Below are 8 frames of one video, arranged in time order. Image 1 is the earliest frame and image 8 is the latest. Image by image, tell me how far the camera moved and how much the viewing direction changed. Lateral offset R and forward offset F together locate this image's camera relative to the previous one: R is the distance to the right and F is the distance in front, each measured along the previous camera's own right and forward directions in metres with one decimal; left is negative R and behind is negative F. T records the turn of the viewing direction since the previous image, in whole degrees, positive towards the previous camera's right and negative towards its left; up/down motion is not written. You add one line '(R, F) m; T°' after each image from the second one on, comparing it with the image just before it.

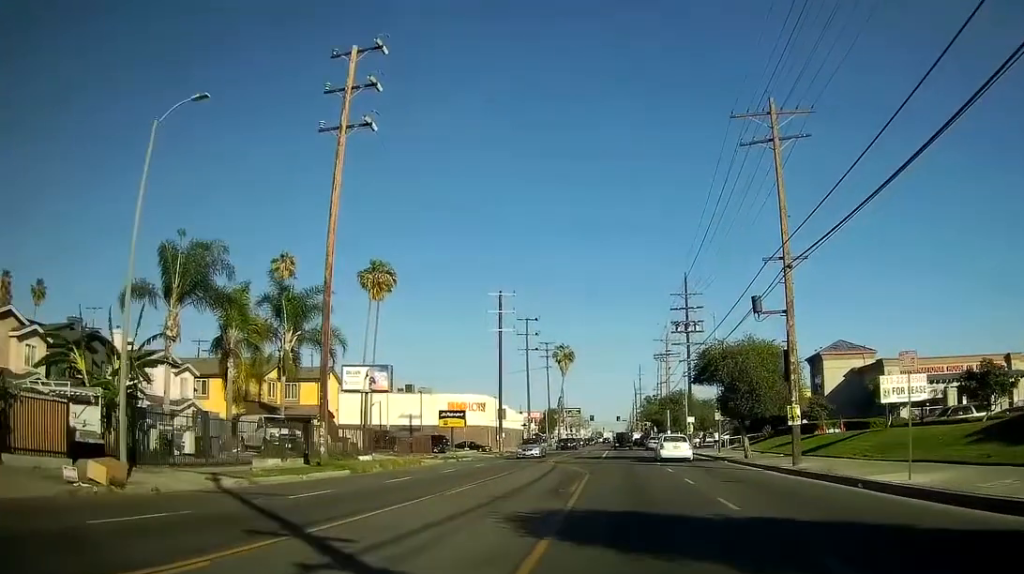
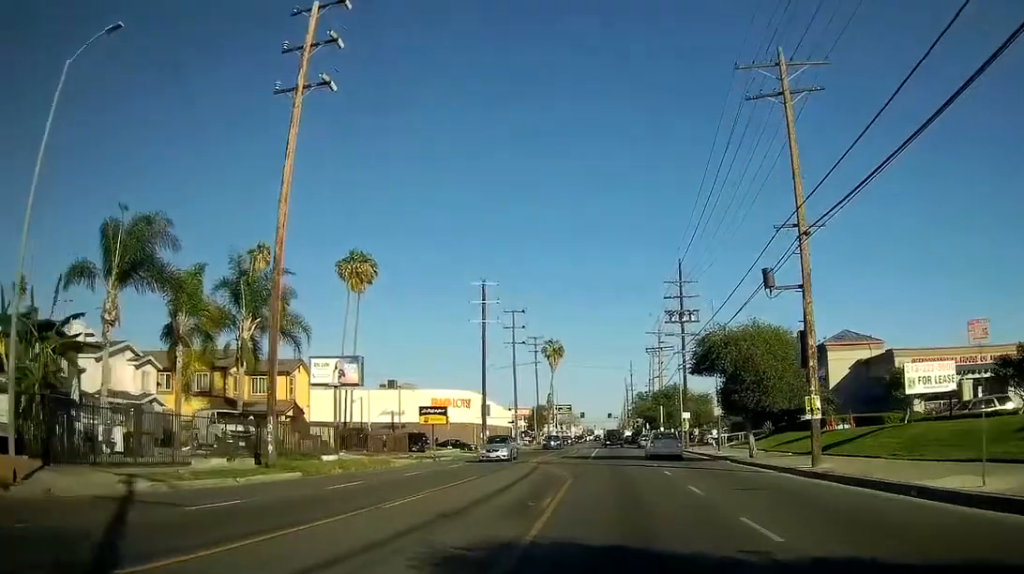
(+0.1, +3.5) m; +1°
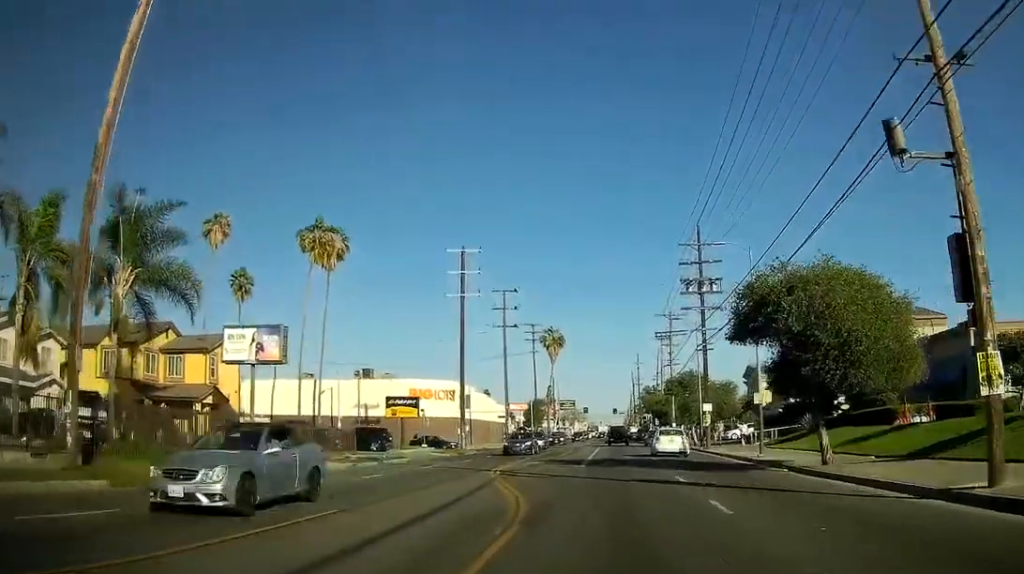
(+0.1, +10.1) m; 0°
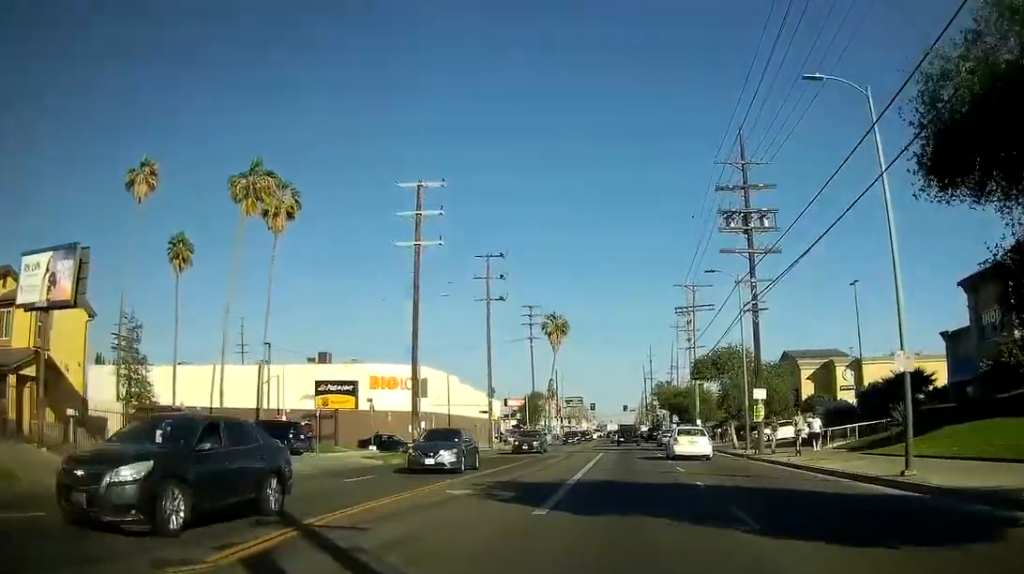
(-0.2, +14.9) m; -1°
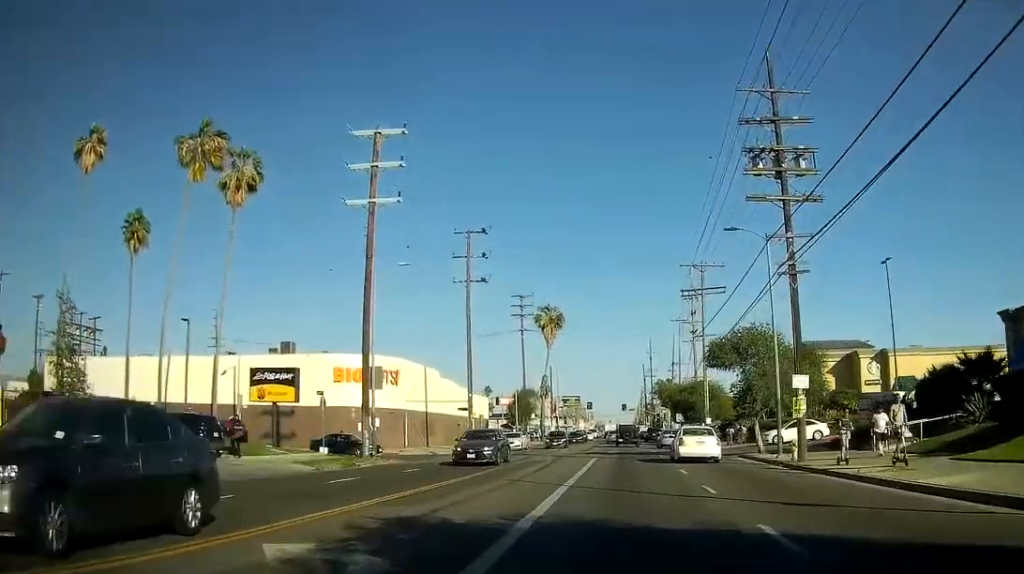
(0.0, +8.4) m; 0°
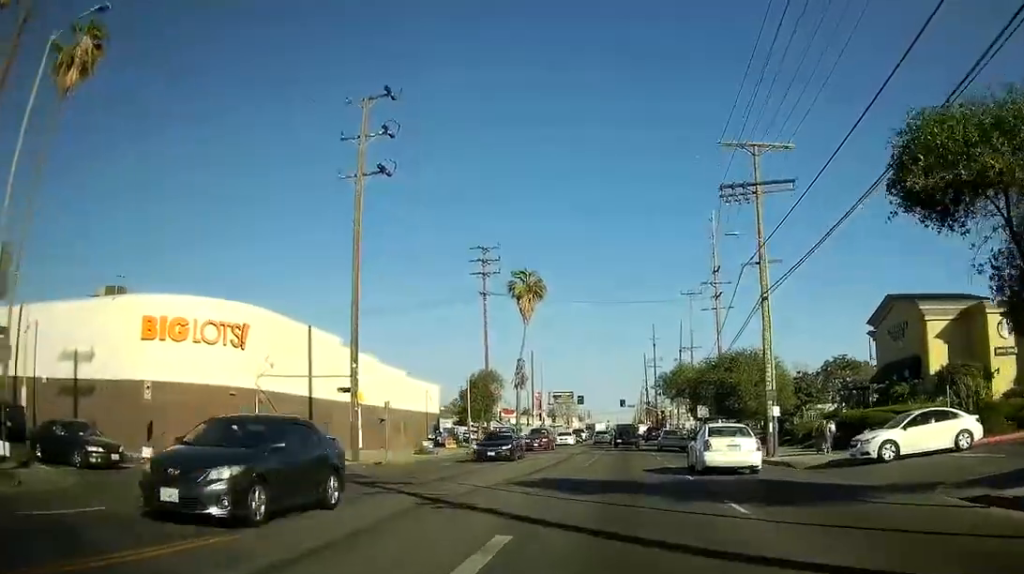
(0.0, +26.1) m; 0°
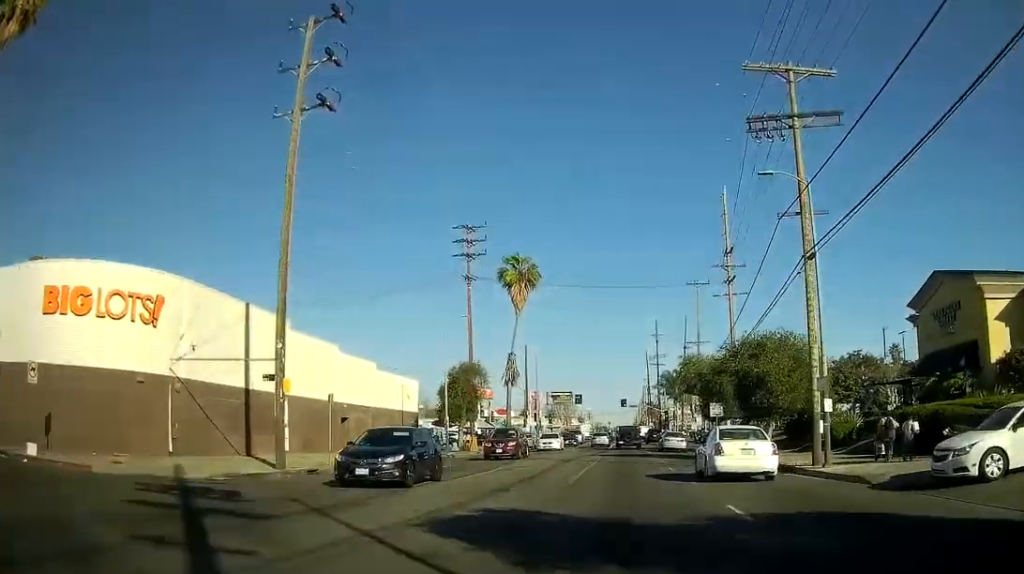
(0.0, +8.3) m; 0°
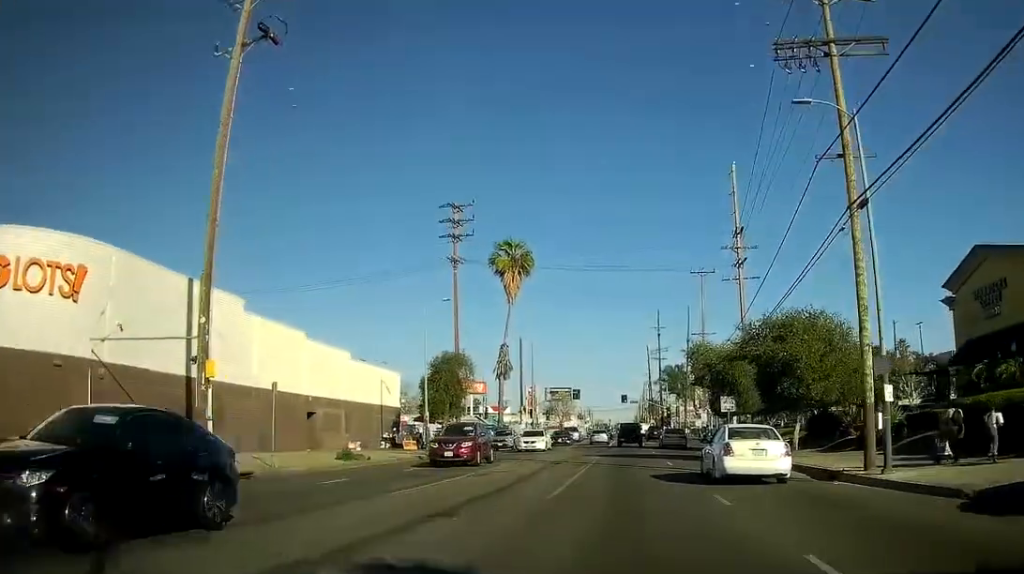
(0.0, +5.3) m; 0°
